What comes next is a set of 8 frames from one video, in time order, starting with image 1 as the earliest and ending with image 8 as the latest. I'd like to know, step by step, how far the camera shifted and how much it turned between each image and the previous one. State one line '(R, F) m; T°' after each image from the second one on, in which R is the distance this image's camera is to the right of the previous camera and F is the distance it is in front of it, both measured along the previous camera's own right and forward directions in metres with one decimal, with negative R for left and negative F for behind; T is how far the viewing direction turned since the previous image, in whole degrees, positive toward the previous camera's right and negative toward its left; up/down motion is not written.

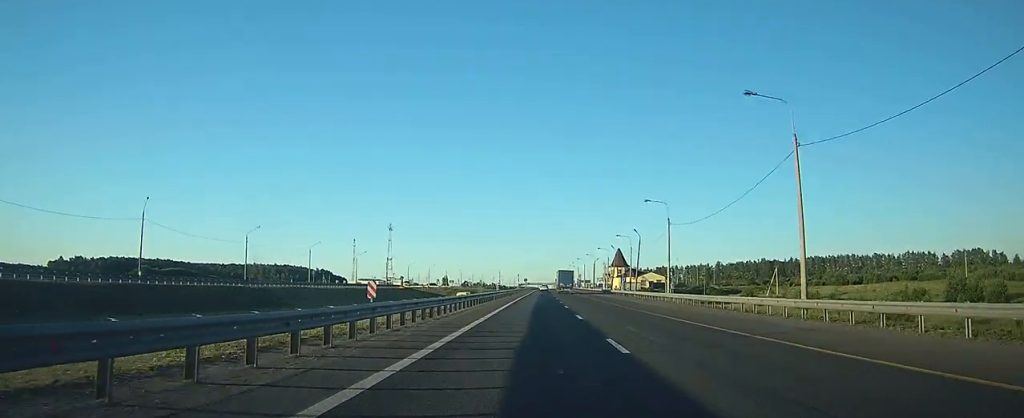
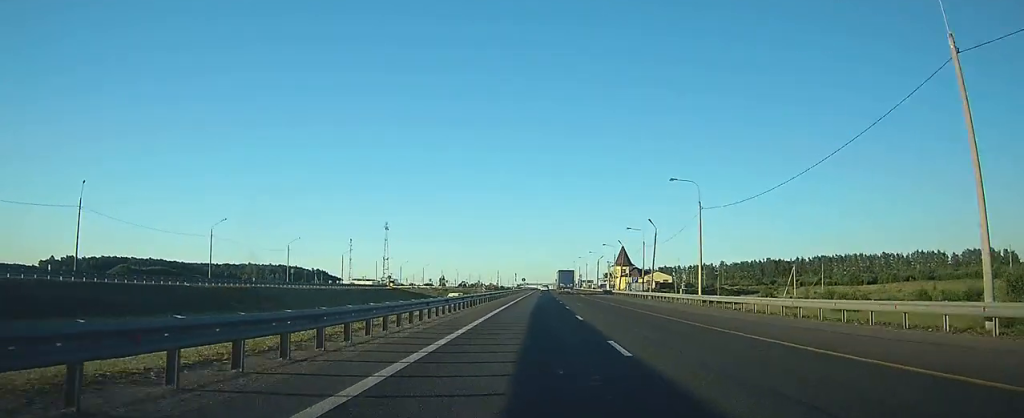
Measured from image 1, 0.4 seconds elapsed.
(0.0, +12.4) m; 0°
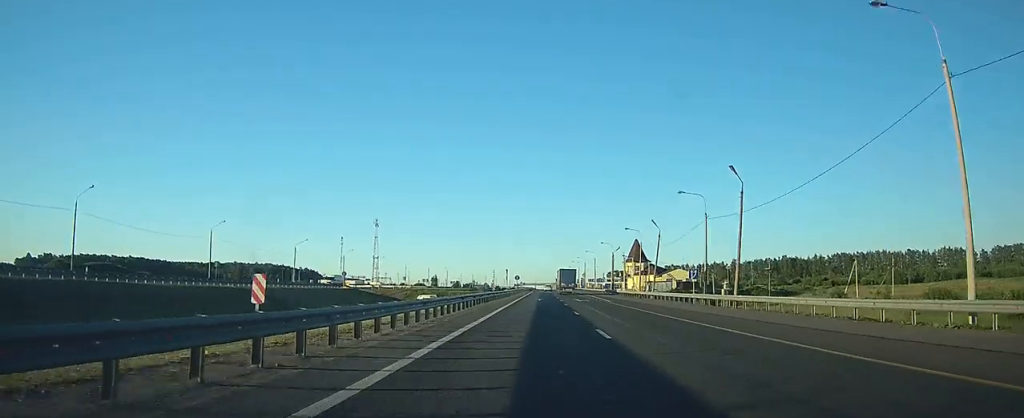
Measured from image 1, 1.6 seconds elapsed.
(+0.2, +32.4) m; 0°
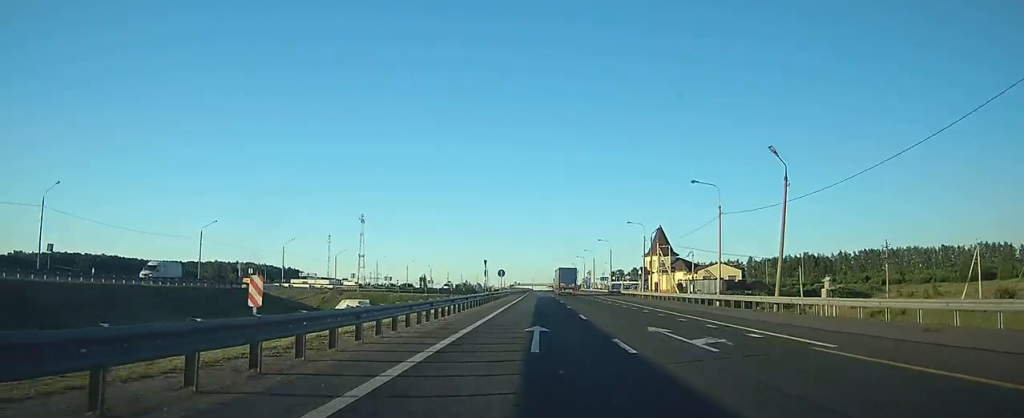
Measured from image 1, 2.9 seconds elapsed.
(-0.1, +39.1) m; 0°
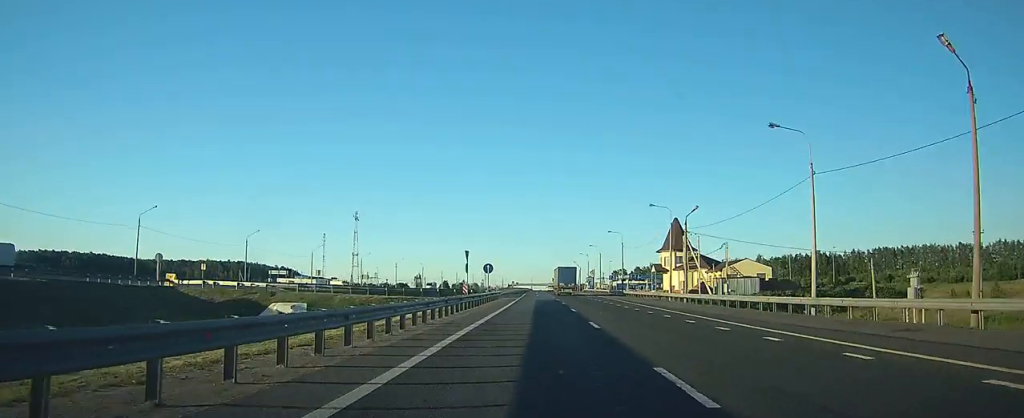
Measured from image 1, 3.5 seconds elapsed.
(+0.1, +17.1) m; 0°
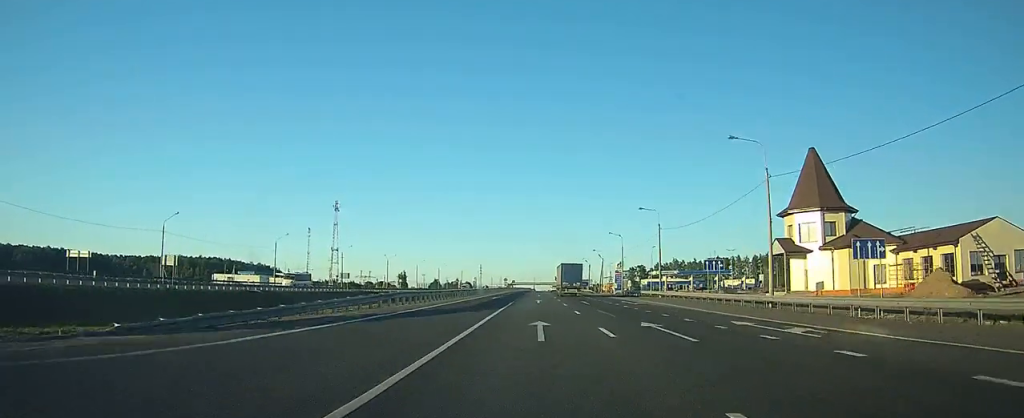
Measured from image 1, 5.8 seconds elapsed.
(-0.1, +63.2) m; 0°
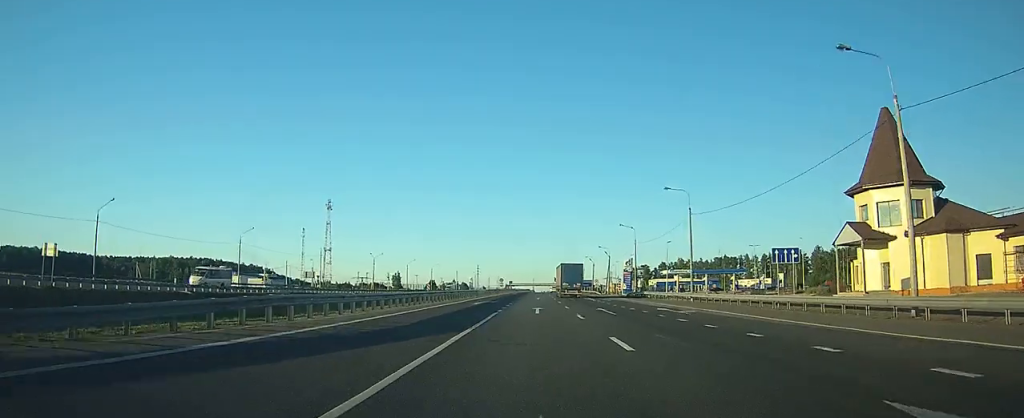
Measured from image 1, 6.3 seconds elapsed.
(0.0, +15.0) m; 0°
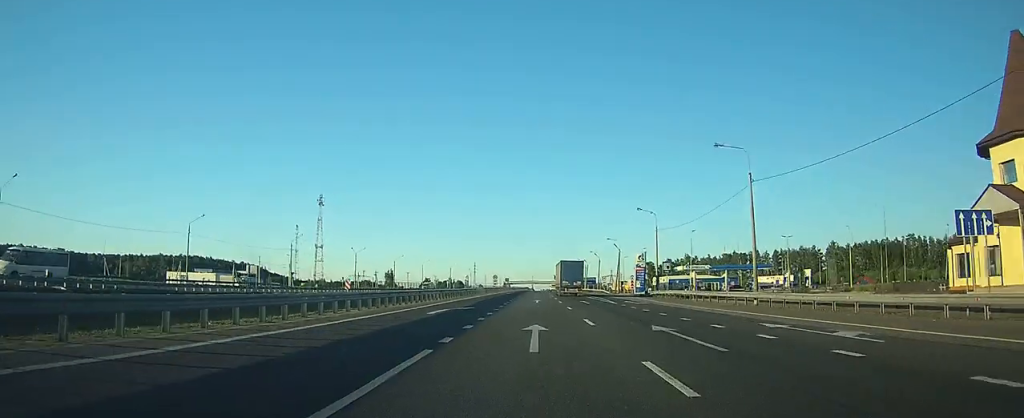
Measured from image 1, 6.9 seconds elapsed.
(0.0, +16.9) m; 0°
